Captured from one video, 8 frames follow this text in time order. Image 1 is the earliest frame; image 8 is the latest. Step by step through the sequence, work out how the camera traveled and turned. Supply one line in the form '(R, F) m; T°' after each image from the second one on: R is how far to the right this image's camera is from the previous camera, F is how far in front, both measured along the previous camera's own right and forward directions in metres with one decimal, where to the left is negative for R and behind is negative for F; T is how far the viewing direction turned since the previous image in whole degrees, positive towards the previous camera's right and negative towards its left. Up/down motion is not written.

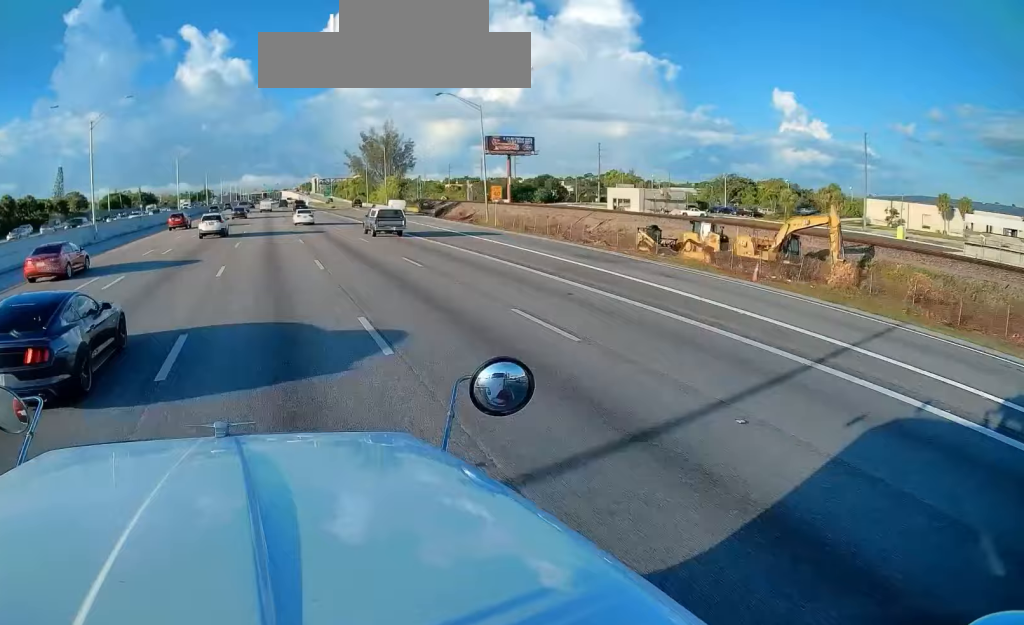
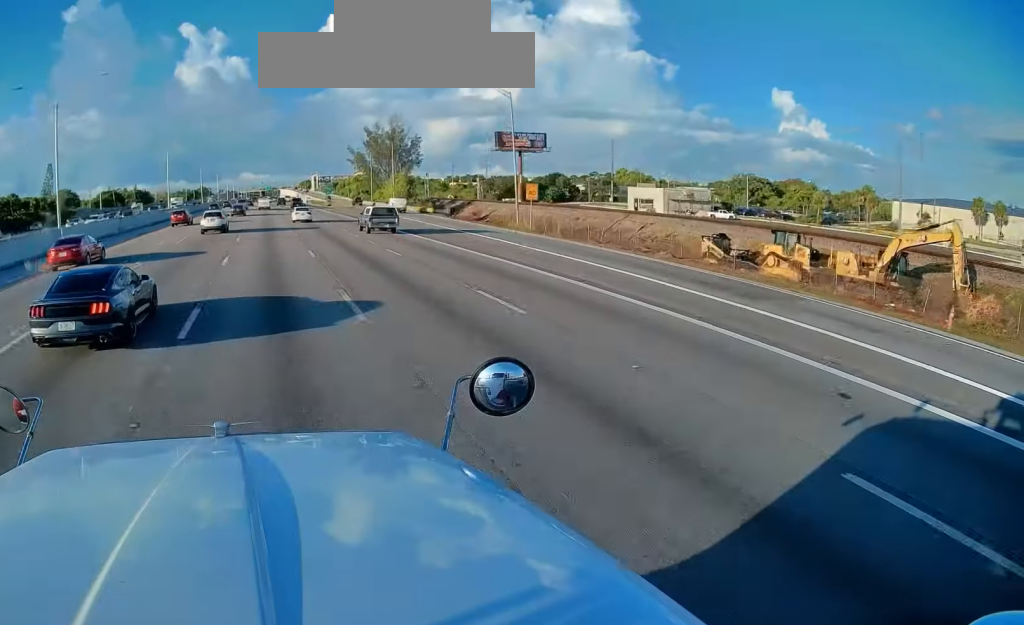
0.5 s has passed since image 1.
(+0.1, +10.1) m; 0°
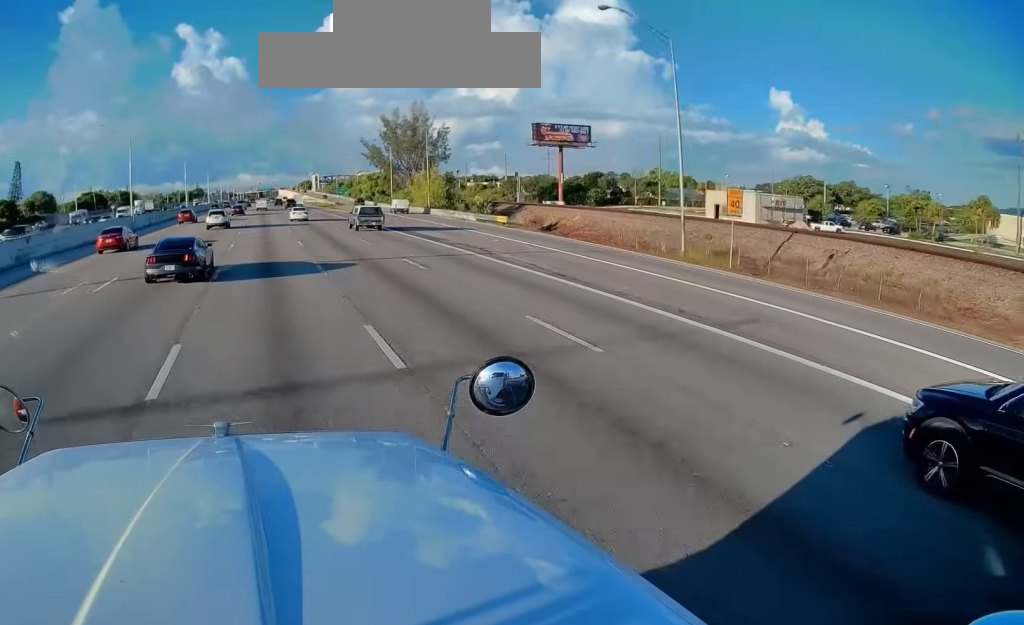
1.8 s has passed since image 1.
(+0.1, +29.5) m; -1°
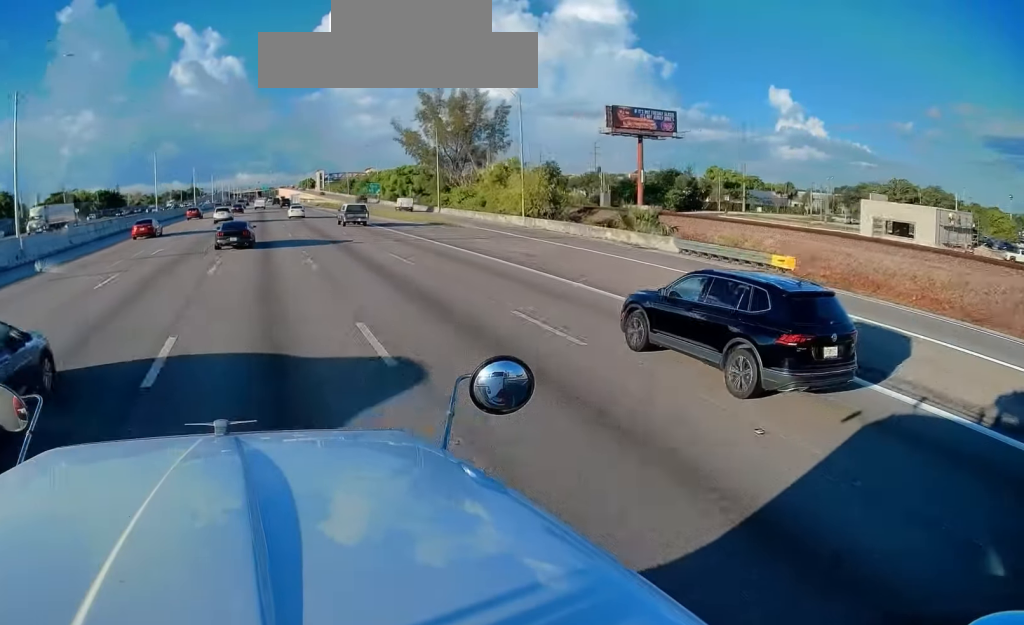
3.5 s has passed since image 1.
(0.0, +40.7) m; 0°
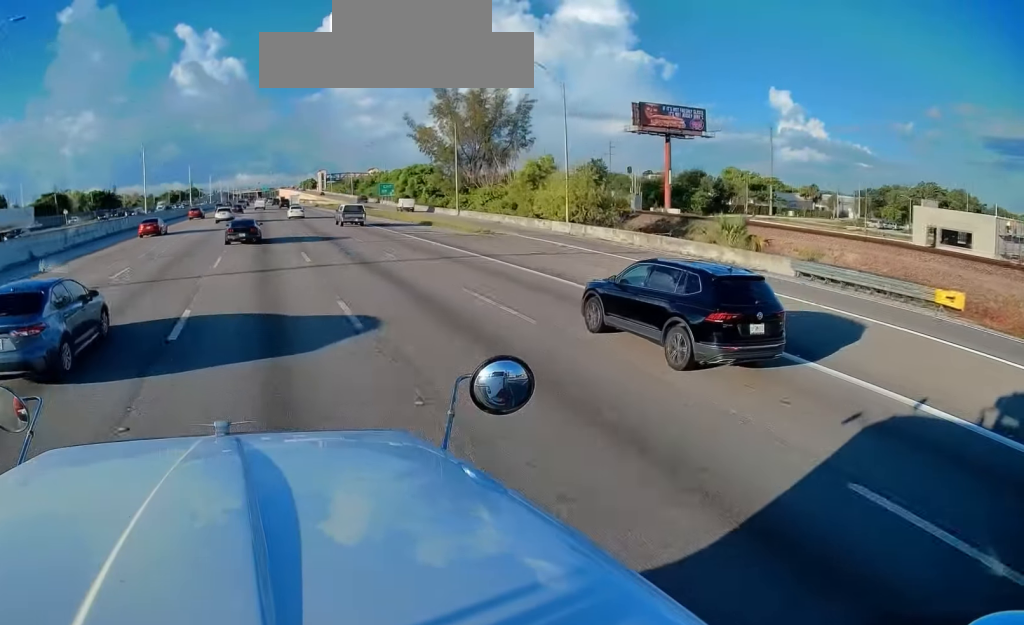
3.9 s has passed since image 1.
(+0.1, +11.6) m; 0°
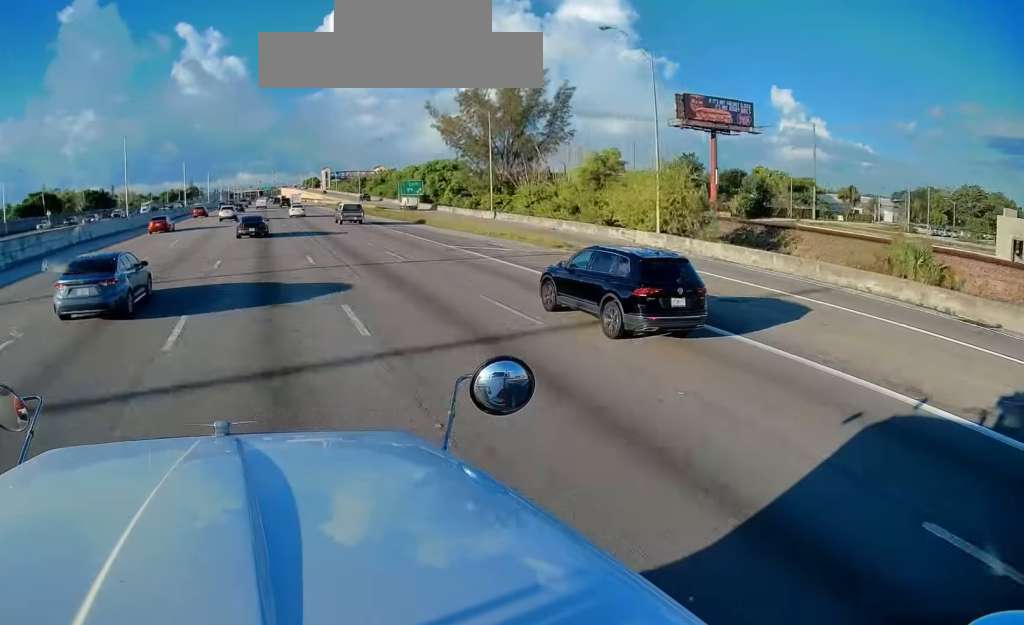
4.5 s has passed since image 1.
(-0.1, +13.7) m; 0°
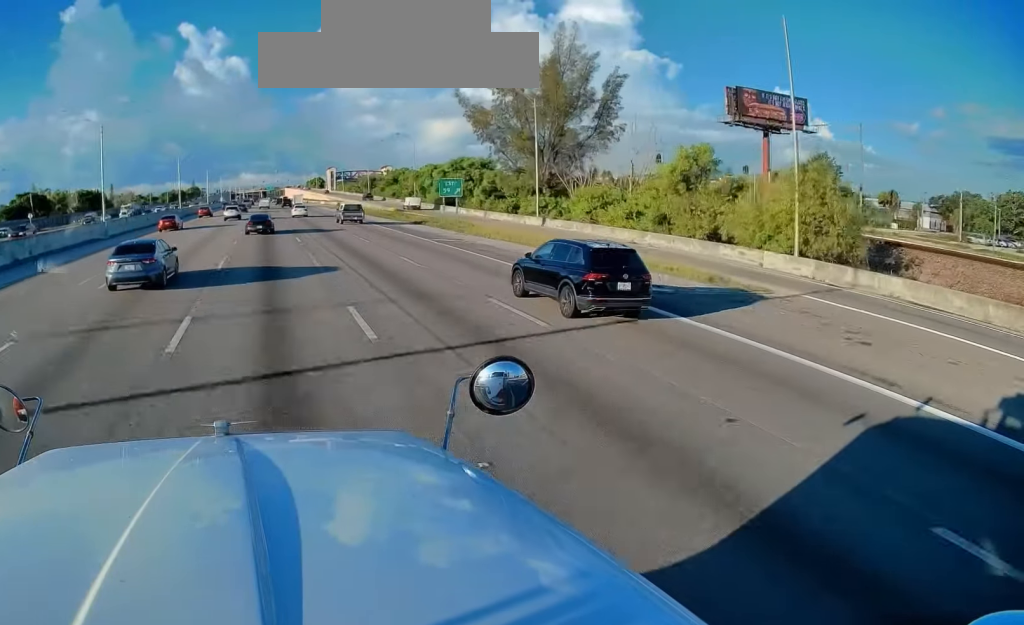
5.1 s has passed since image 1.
(0.0, +12.2) m; 0°
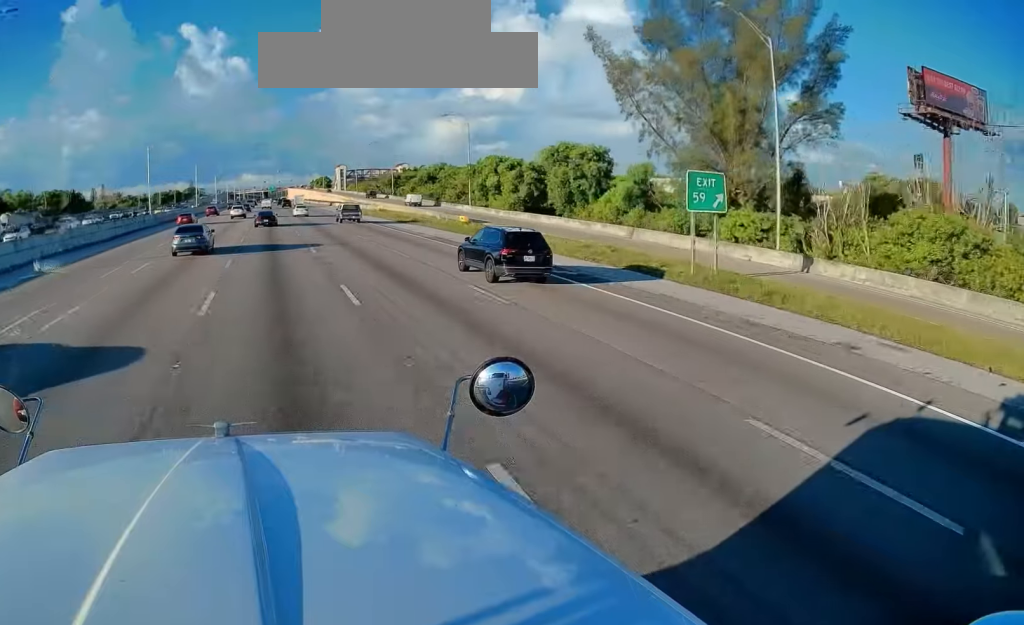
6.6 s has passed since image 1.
(0.0, +36.7) m; 0°
